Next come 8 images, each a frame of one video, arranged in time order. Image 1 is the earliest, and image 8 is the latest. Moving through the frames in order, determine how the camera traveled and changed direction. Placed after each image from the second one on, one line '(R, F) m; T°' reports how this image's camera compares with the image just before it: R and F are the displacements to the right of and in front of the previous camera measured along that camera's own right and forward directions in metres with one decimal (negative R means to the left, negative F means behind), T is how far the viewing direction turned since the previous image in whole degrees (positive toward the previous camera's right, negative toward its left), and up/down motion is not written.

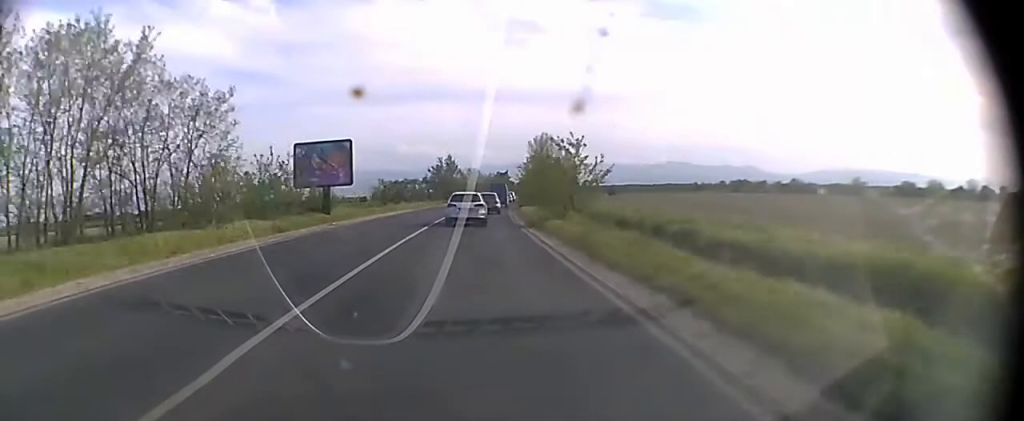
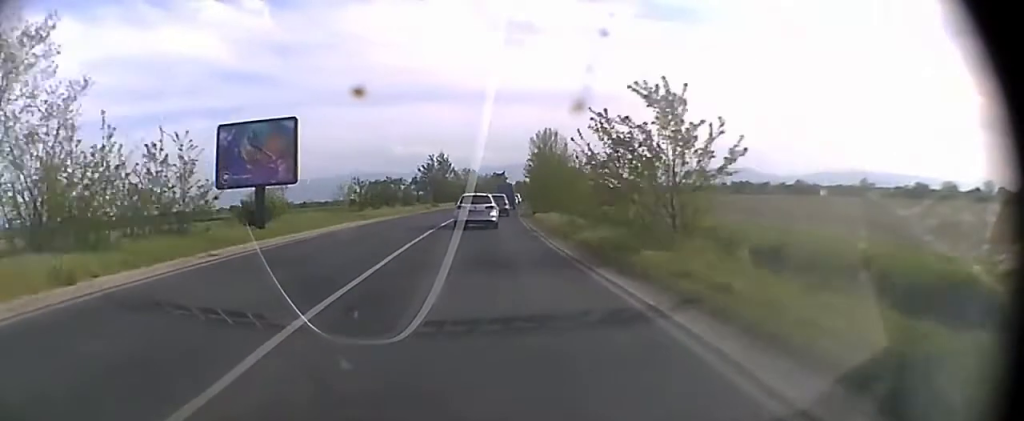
(0.0, +15.5) m; 0°
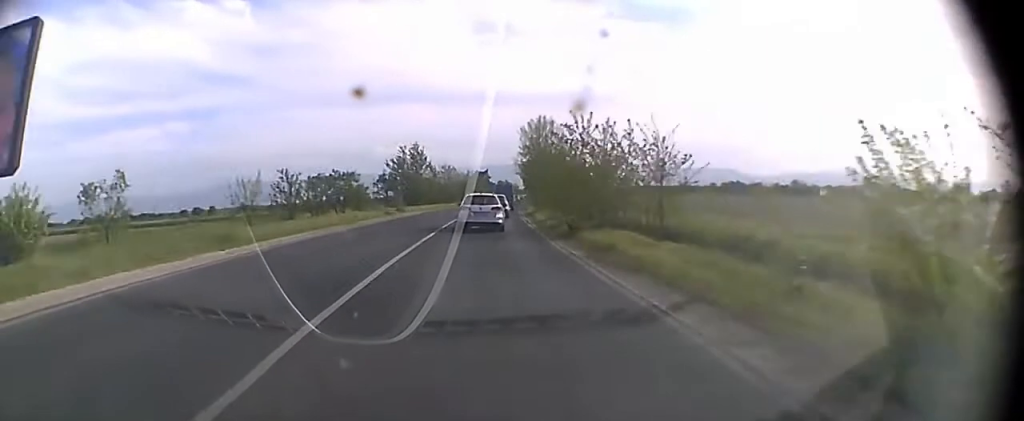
(+0.2, +22.2) m; +1°
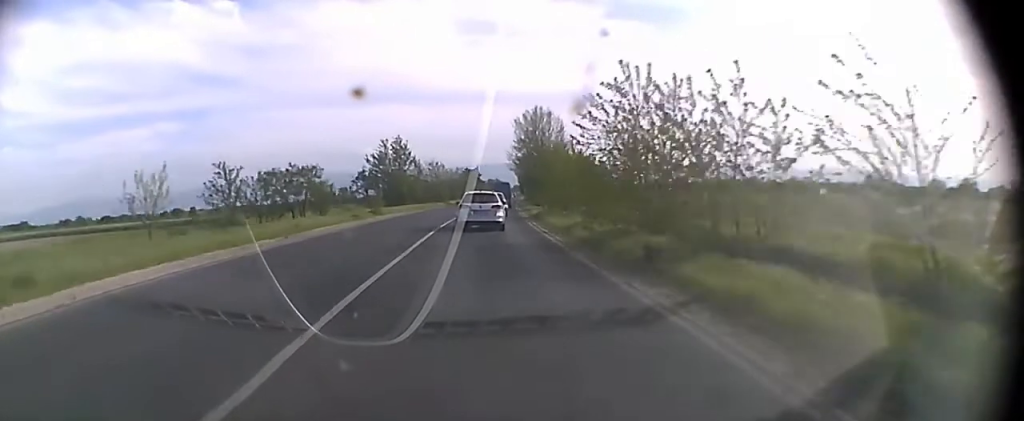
(+0.1, +11.0) m; +1°
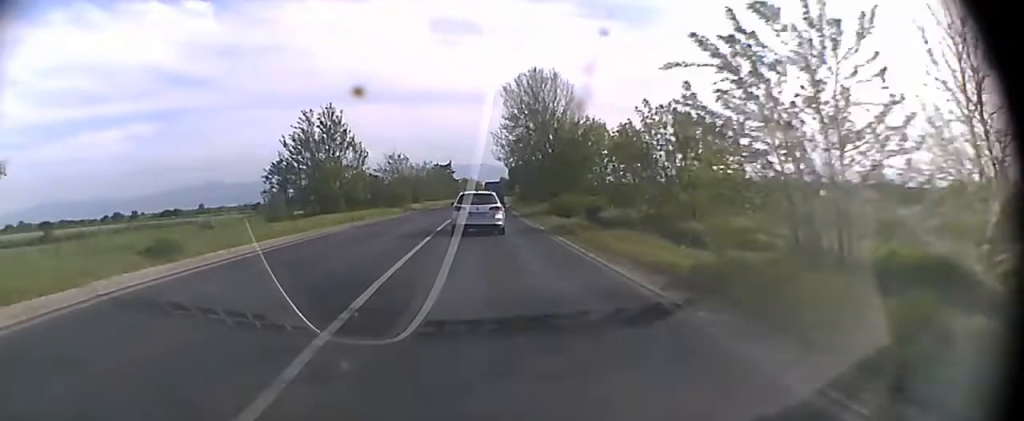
(+0.8, +32.9) m; +2°
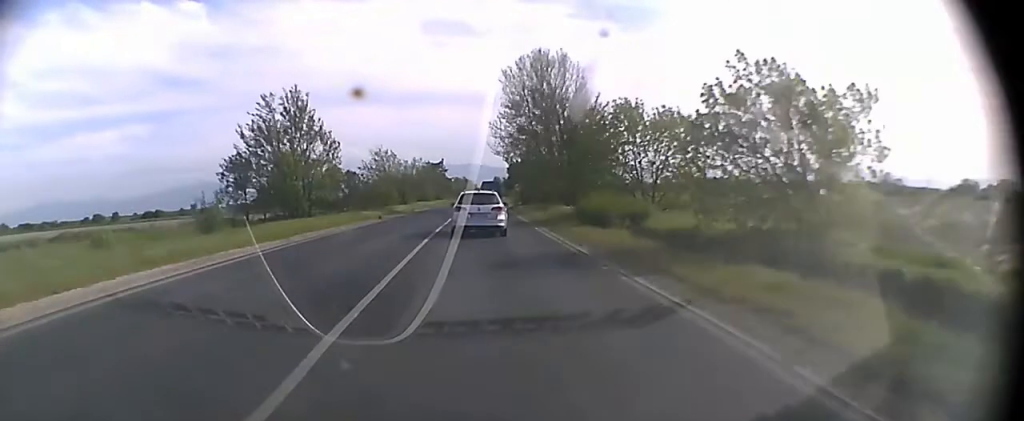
(0.0, +10.8) m; +1°
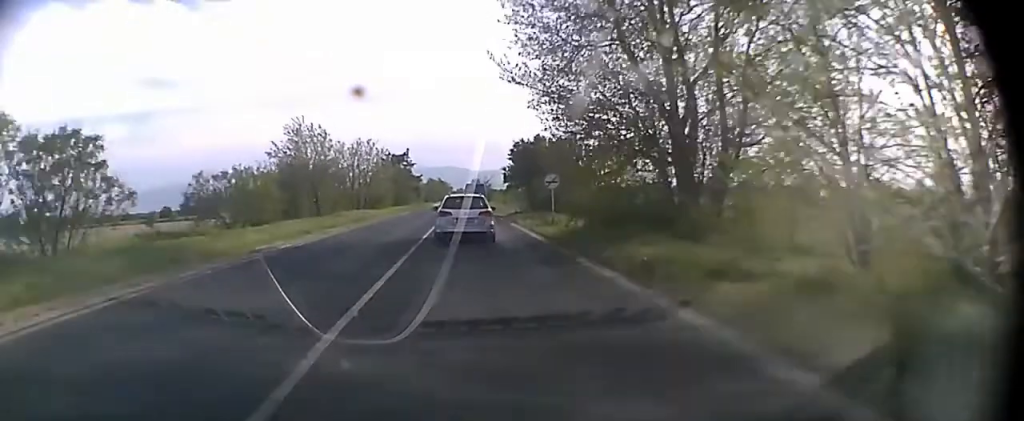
(+0.9, +42.7) m; +2°
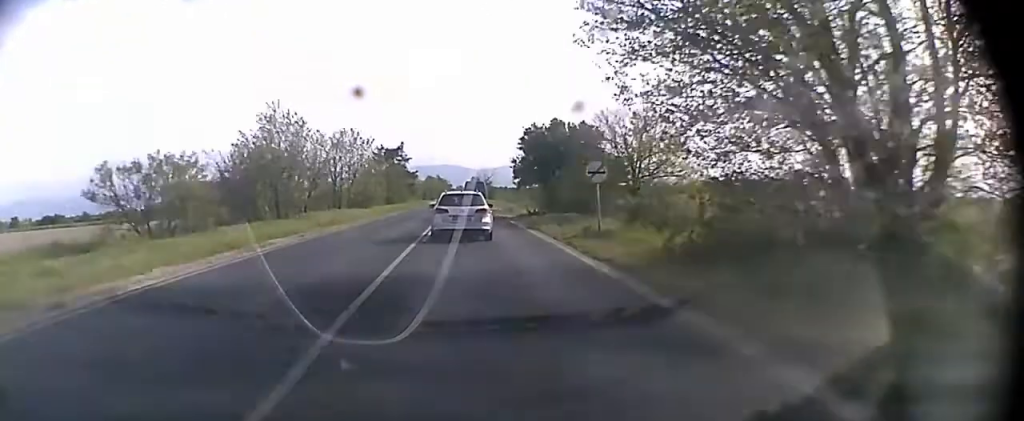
(0.0, +10.6) m; 0°
